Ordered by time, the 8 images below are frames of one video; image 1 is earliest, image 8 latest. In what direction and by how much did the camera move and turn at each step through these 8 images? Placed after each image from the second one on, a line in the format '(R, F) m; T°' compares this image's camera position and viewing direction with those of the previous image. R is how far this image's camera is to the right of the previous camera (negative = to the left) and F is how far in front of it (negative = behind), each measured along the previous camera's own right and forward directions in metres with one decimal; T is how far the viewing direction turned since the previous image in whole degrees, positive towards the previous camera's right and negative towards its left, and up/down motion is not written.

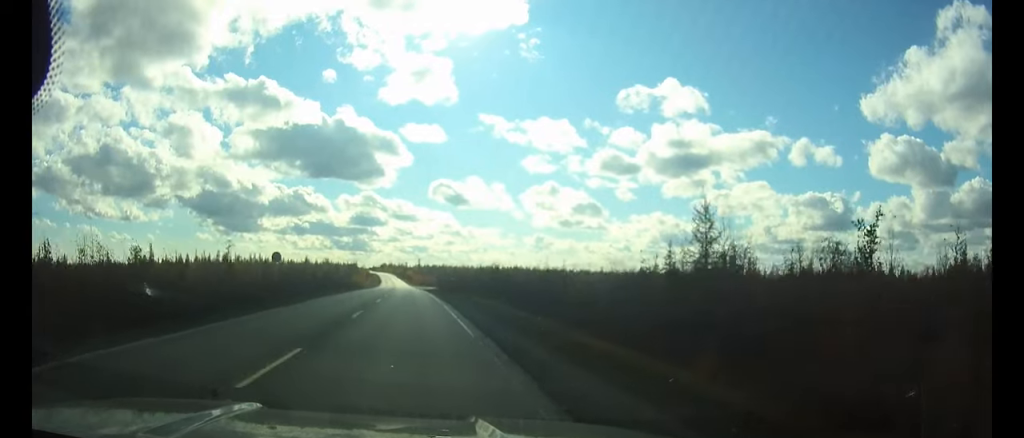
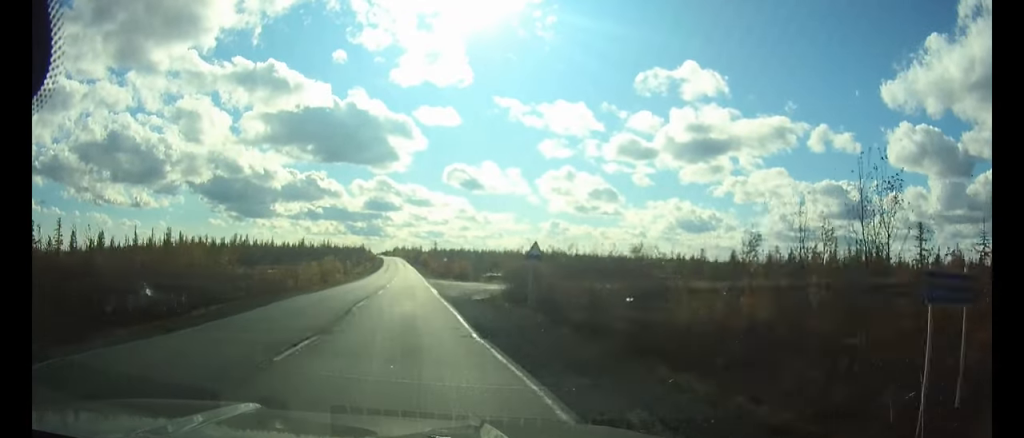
(-0.9, +68.0) m; -2°
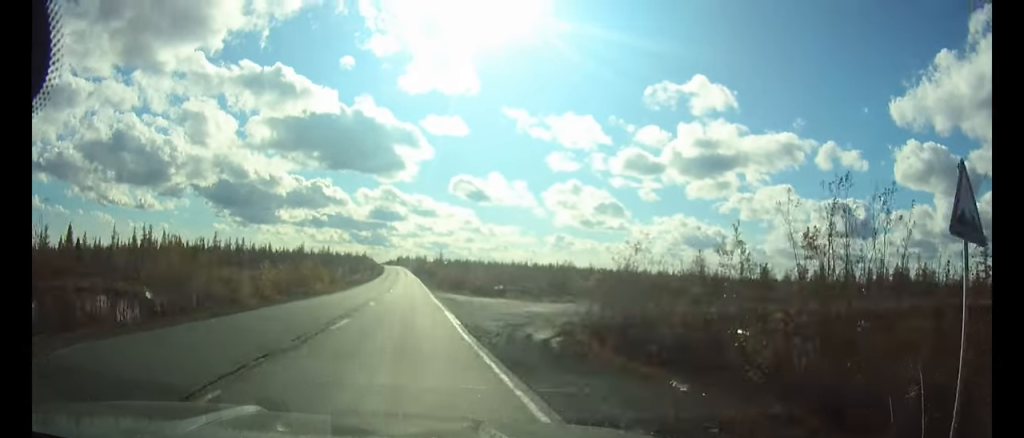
(-0.1, +18.7) m; -1°
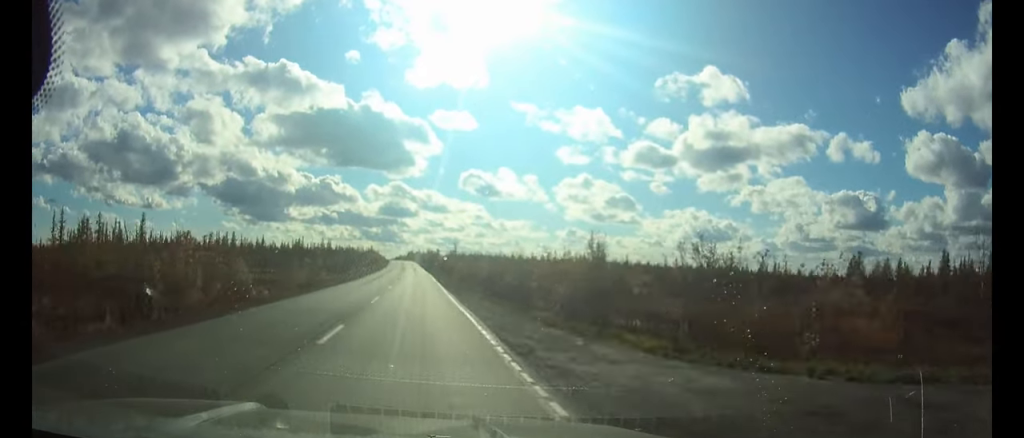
(-0.3, +40.8) m; 0°
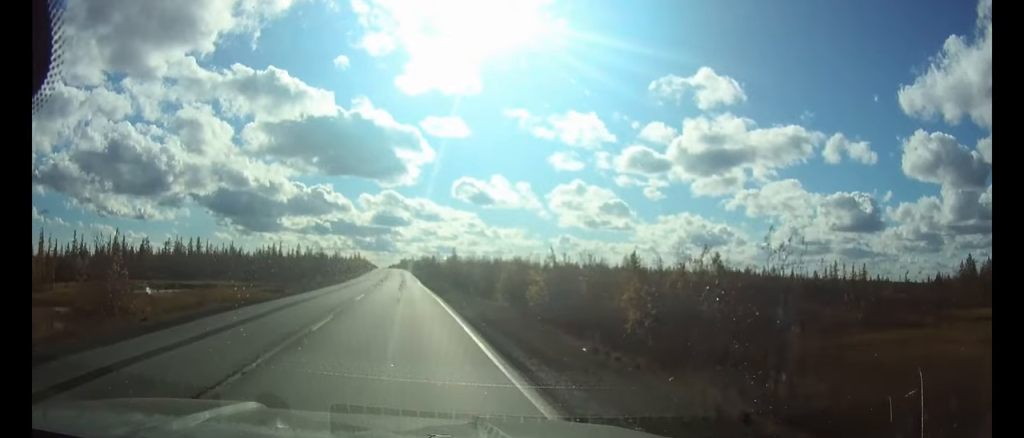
(-0.1, +43.4) m; 0°
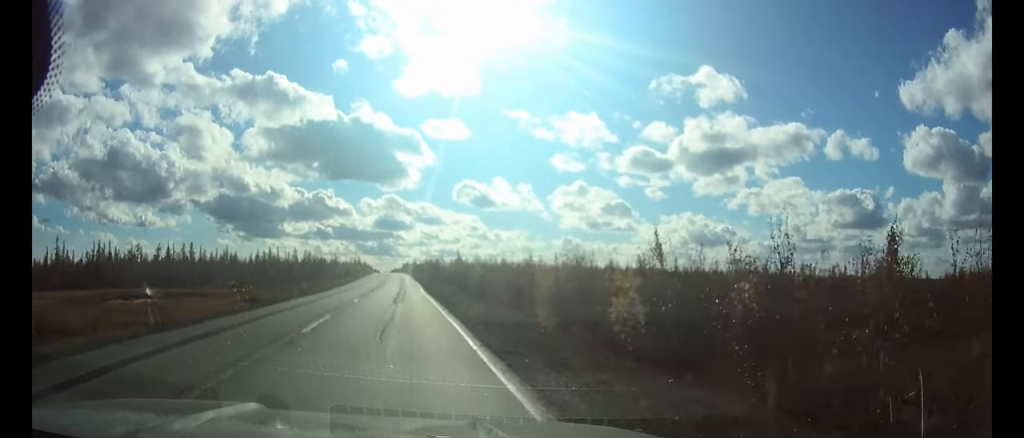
(0.0, +11.7) m; 0°
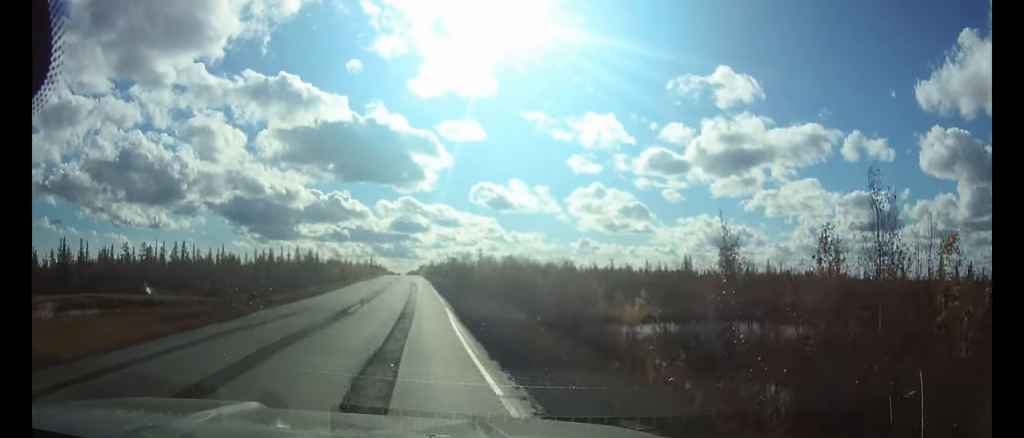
(-0.2, +27.5) m; -1°
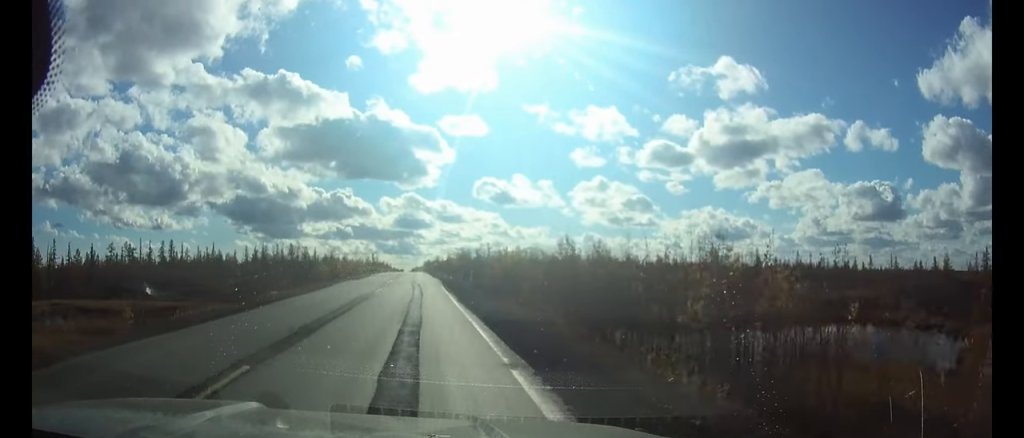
(-0.1, +16.7) m; 0°
